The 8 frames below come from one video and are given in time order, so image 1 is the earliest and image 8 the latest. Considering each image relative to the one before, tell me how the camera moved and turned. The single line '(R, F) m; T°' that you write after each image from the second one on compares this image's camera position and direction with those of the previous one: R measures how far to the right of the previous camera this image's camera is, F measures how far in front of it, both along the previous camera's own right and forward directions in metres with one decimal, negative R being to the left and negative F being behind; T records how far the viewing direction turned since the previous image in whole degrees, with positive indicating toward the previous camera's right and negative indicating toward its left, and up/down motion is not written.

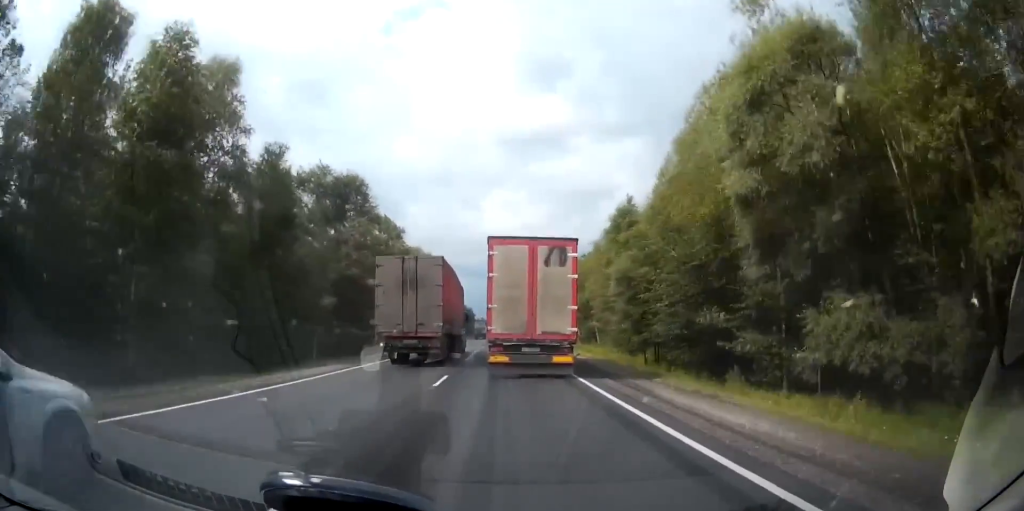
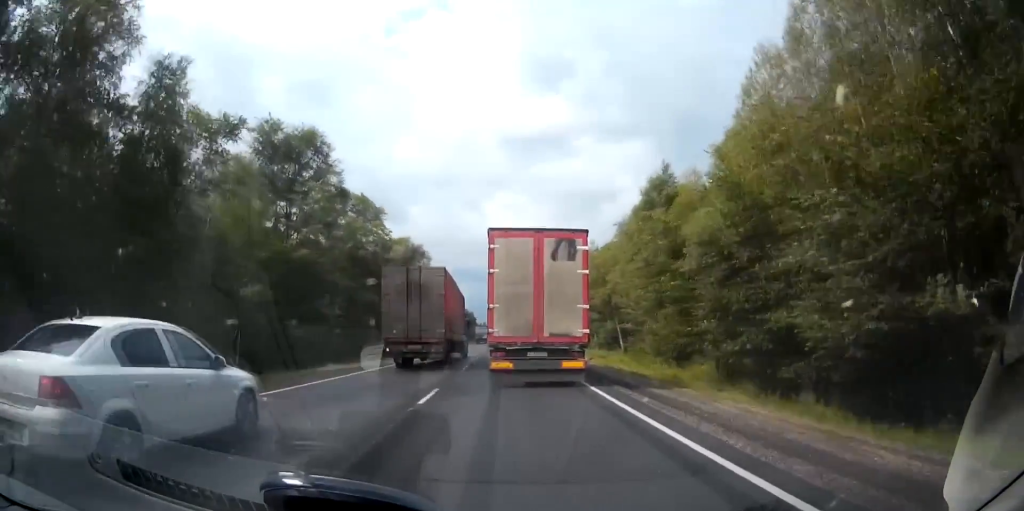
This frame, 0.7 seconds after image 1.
(+0.1, +15.6) m; 0°
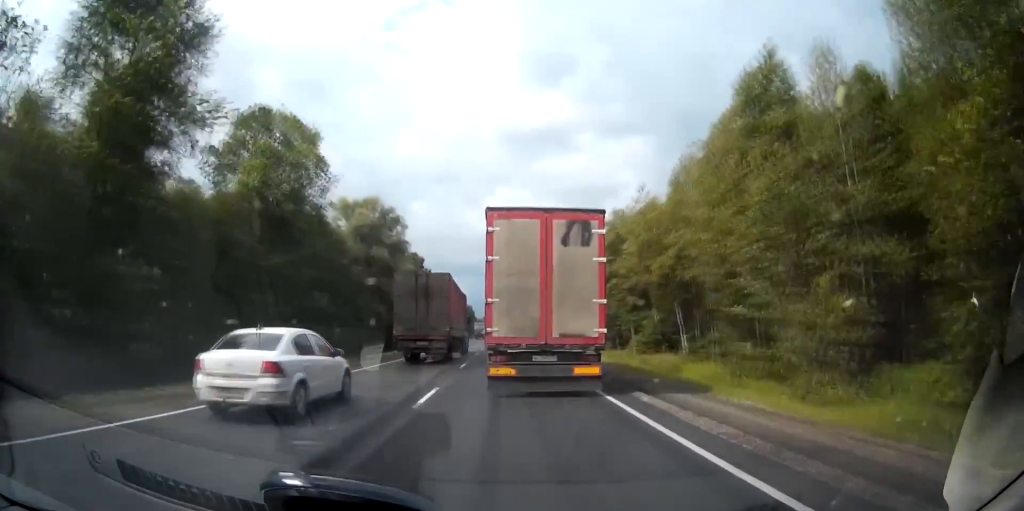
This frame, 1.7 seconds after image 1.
(-0.2, +24.0) m; 0°
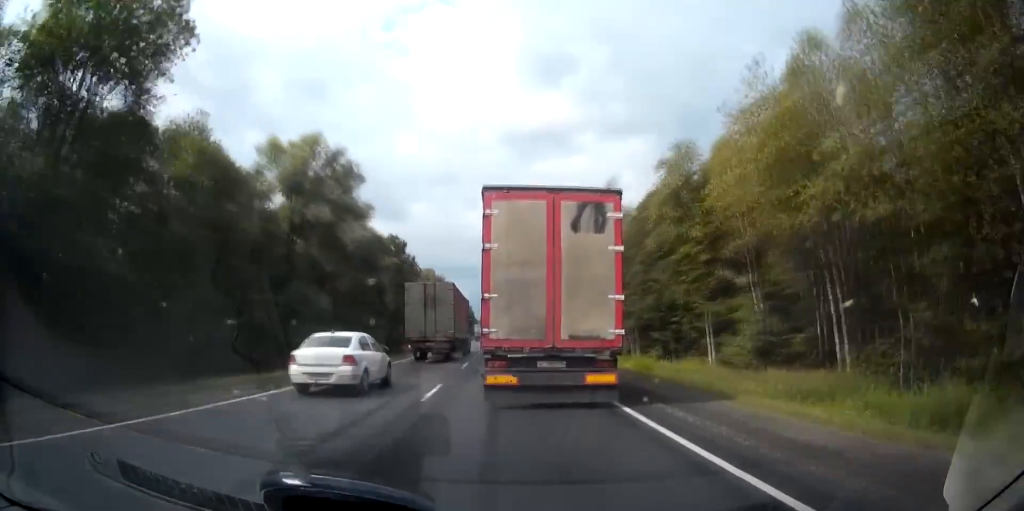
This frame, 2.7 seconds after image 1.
(0.0, +22.6) m; 0°
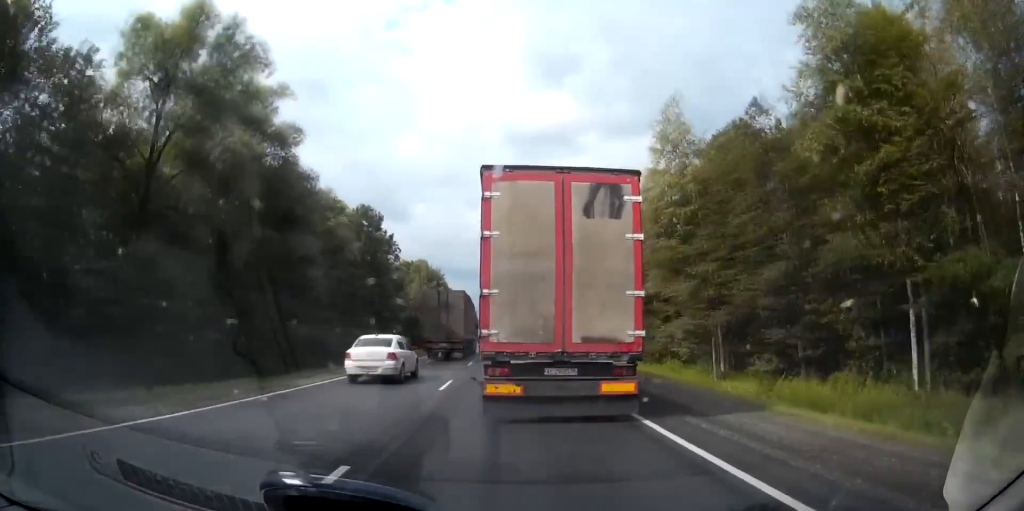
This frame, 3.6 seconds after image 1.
(0.0, +21.7) m; 0°
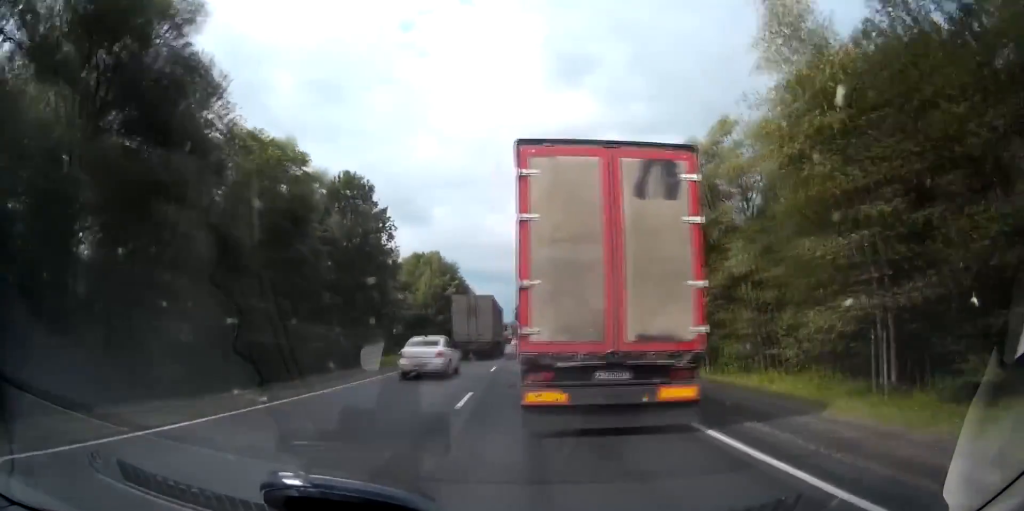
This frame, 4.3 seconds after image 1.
(0.0, +15.4) m; -1°
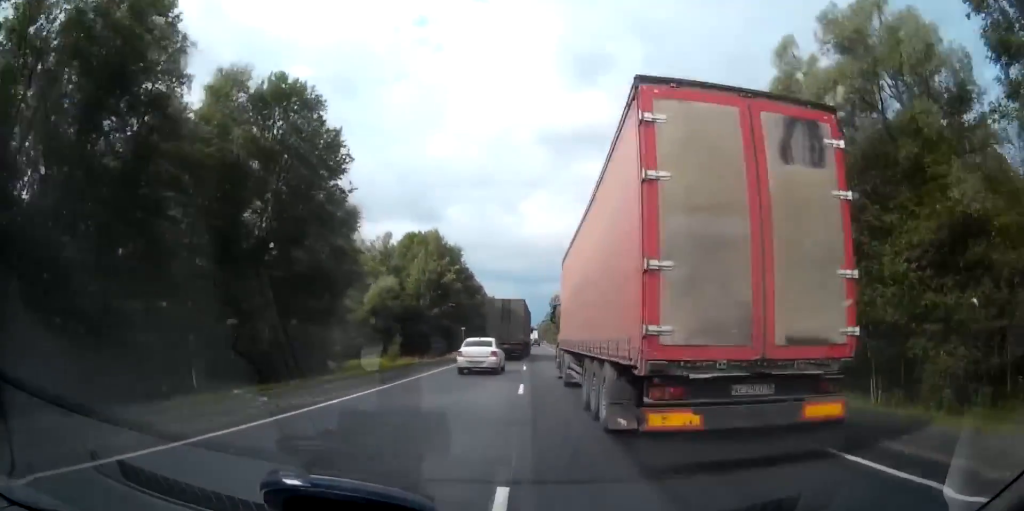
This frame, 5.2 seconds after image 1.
(-0.1, +20.5) m; -1°
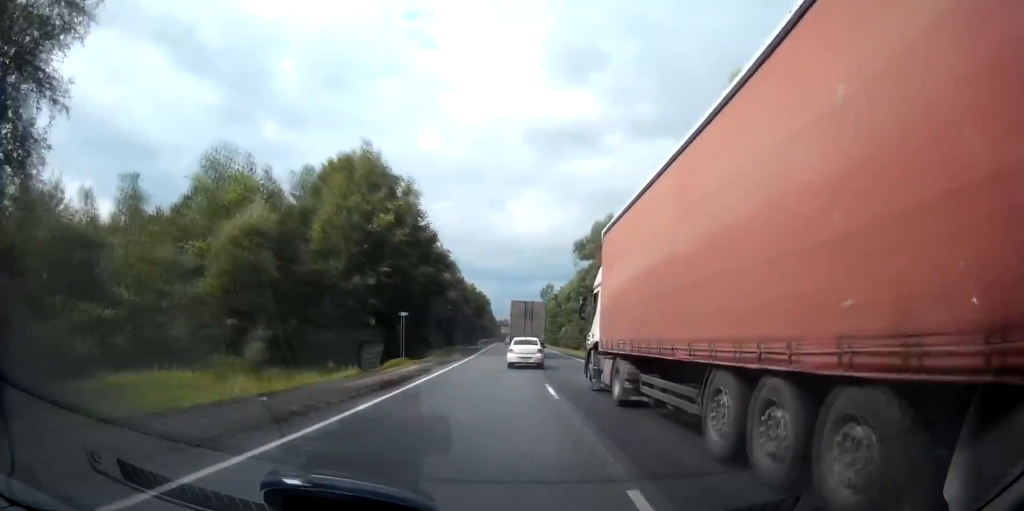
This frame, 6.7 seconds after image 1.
(-0.9, +35.5) m; -1°
